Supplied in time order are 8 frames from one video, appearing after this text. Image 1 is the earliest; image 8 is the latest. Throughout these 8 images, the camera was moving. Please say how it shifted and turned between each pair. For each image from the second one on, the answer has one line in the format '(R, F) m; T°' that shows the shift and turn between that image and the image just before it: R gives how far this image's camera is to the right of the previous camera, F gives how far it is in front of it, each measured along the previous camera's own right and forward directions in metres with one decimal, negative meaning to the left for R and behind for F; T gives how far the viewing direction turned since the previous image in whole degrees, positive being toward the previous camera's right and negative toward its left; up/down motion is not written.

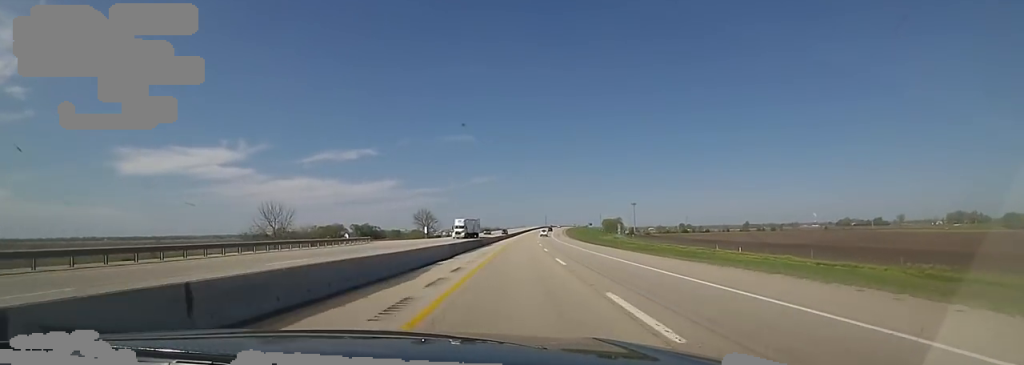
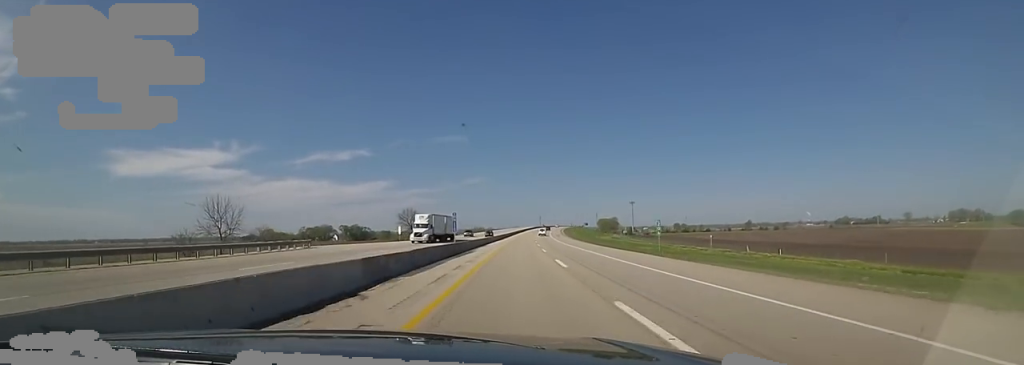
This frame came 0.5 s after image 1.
(+0.2, +16.7) m; +1°
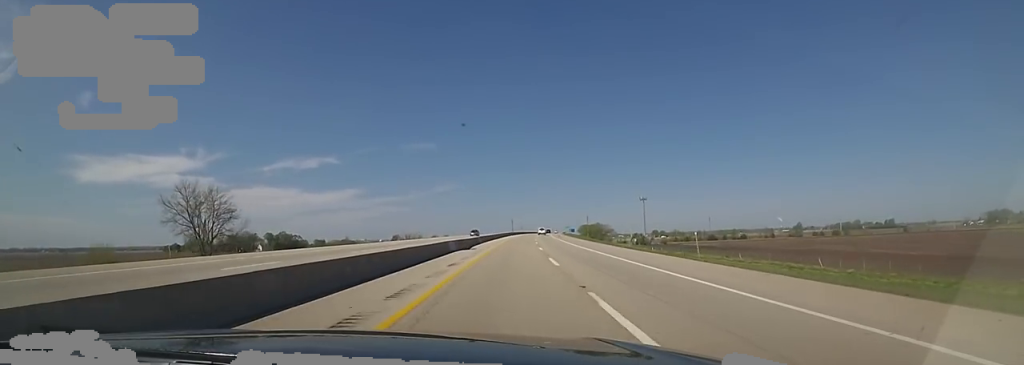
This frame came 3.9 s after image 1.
(+2.0, +120.8) m; +4°
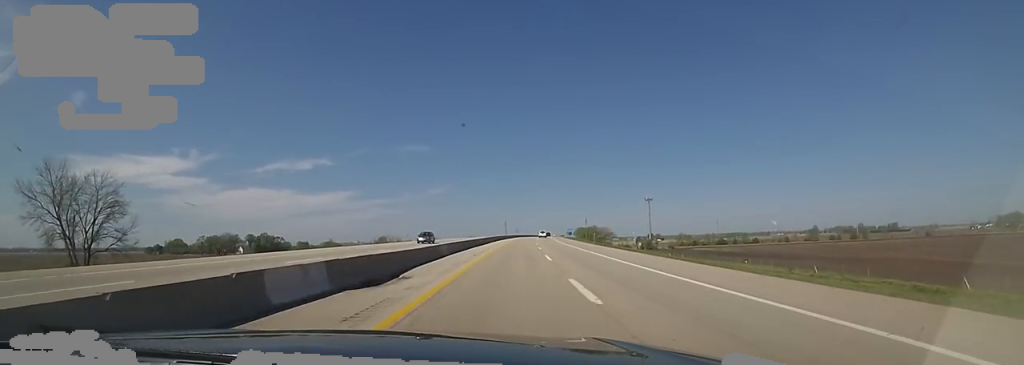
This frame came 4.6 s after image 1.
(+0.4, +24.7) m; +1°
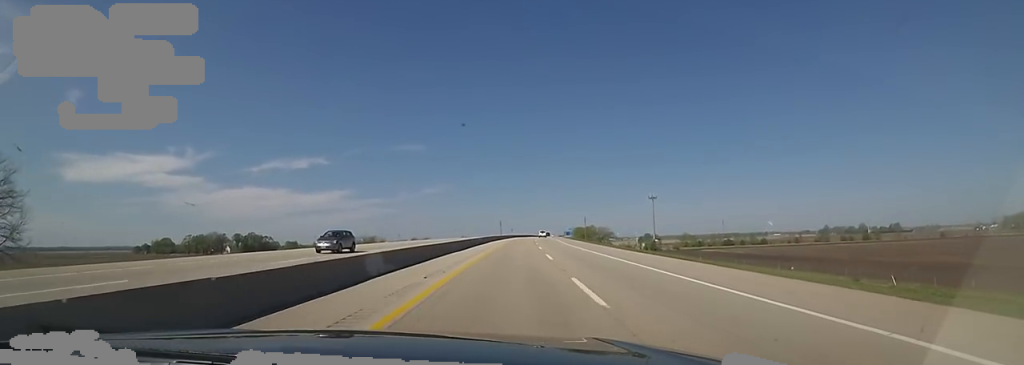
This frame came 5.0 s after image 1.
(+0.1, +15.3) m; 0°
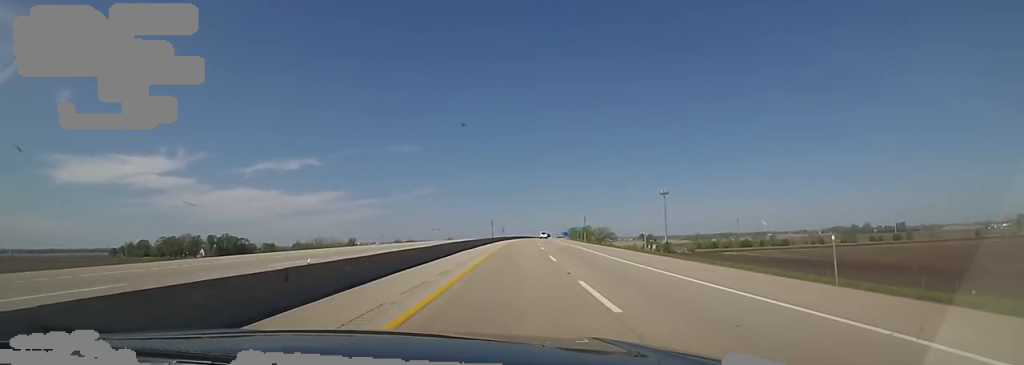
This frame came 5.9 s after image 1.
(+0.1, +30.8) m; 0°
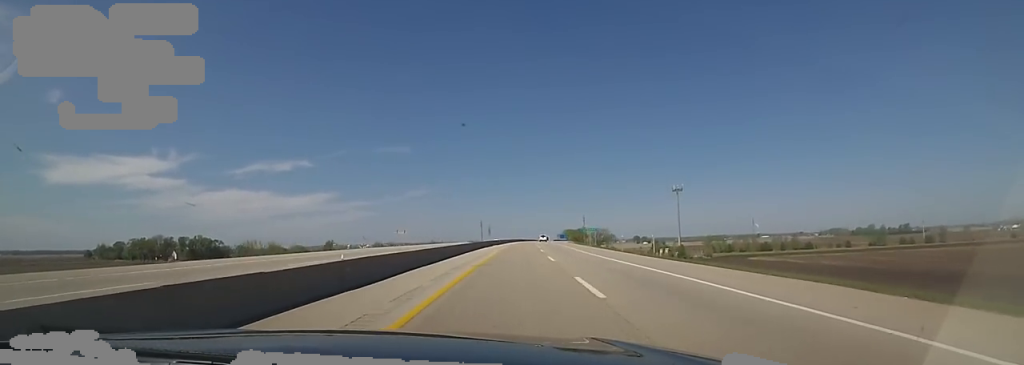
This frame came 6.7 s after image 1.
(0.0, +28.6) m; 0°
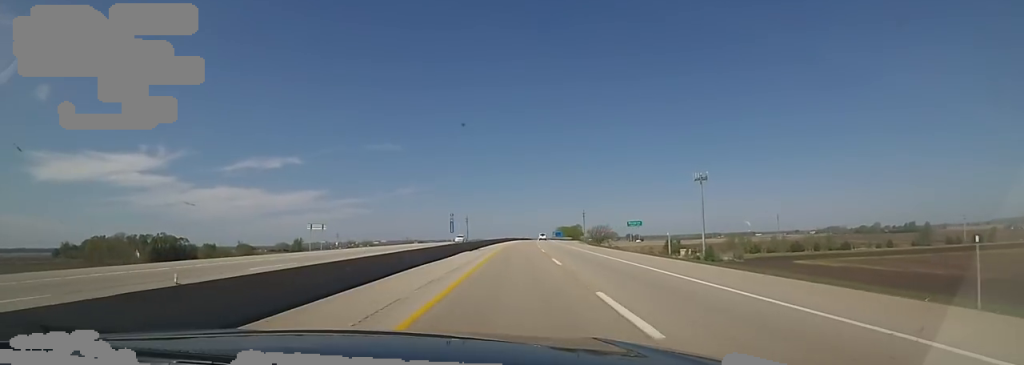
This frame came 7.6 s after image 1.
(0.0, +34.8) m; 0°
